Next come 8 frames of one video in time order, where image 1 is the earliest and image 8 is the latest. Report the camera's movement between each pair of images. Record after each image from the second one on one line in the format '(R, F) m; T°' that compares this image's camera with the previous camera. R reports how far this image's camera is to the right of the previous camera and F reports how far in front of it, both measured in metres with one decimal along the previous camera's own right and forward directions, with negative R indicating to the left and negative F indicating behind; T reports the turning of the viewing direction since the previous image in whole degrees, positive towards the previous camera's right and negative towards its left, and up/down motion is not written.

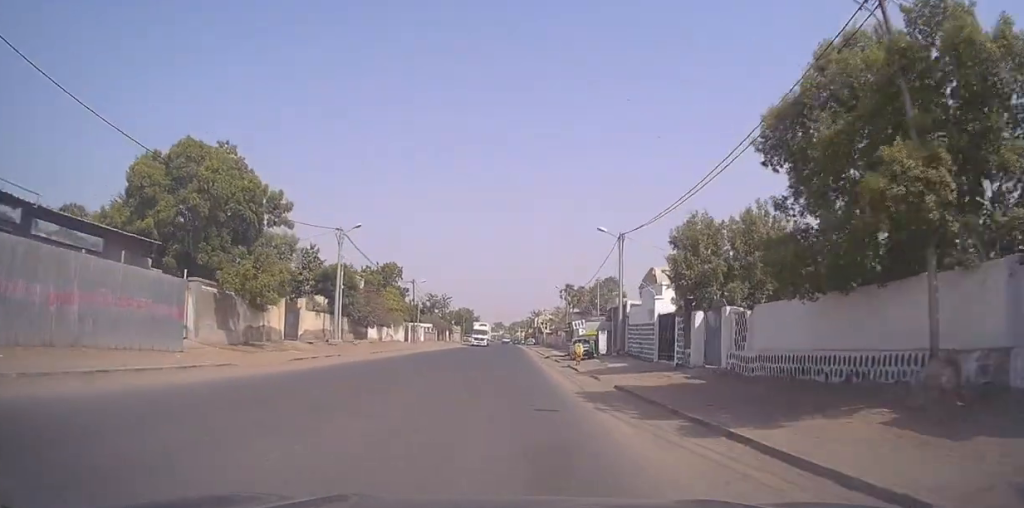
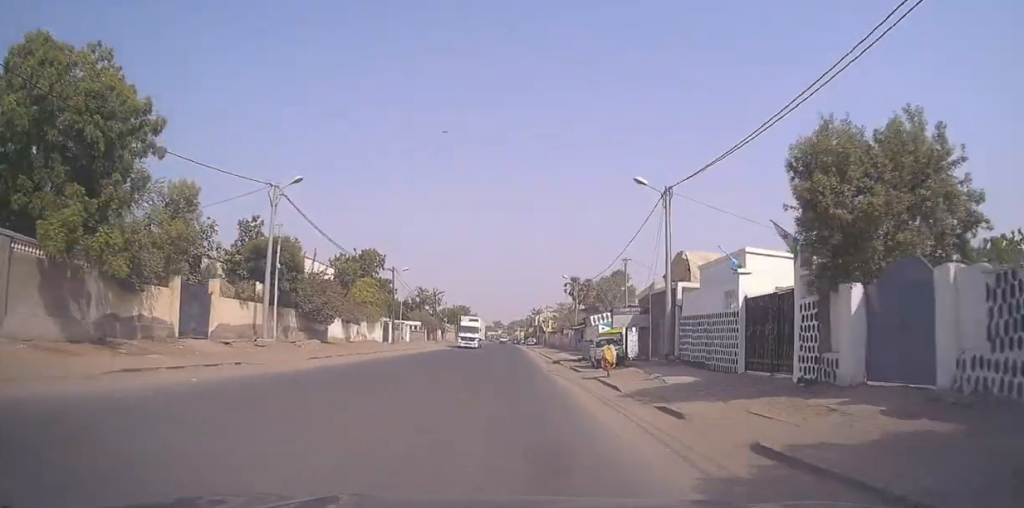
(+0.1, +11.8) m; -3°
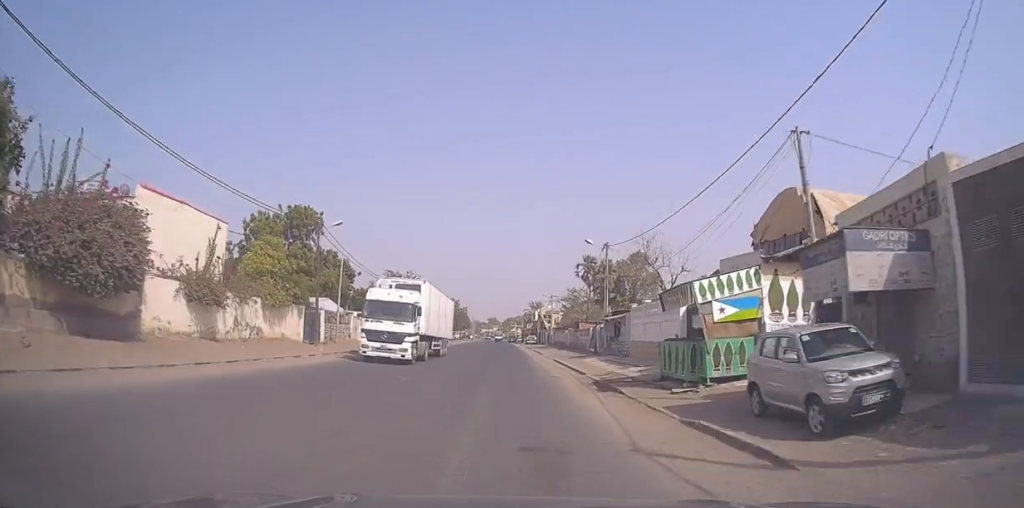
(+0.5, +22.9) m; +2°
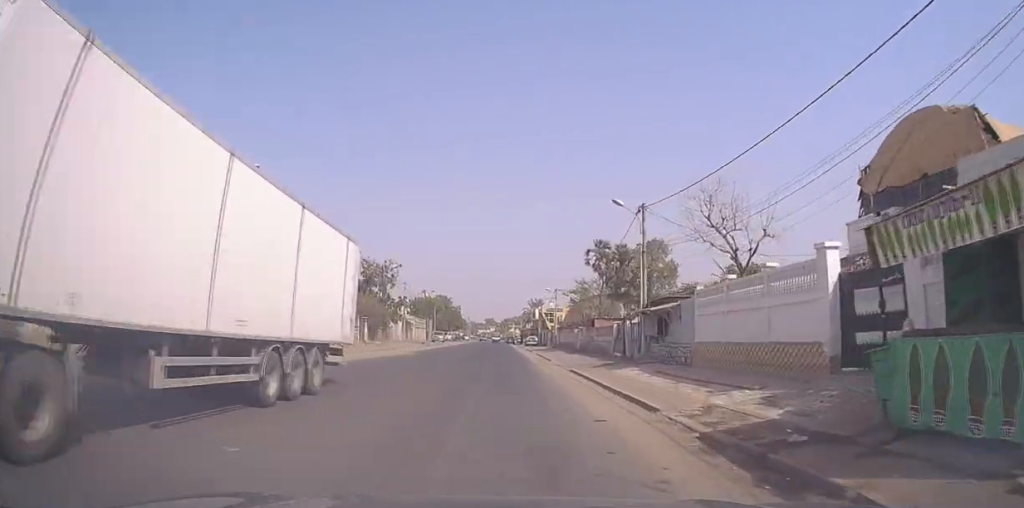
(-0.5, +12.8) m; -2°
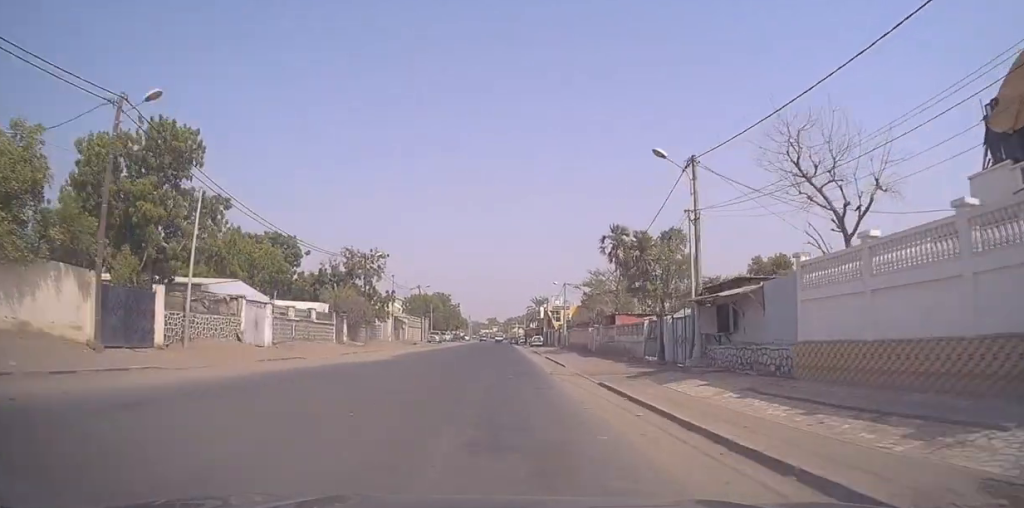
(-0.2, +8.4) m; 0°
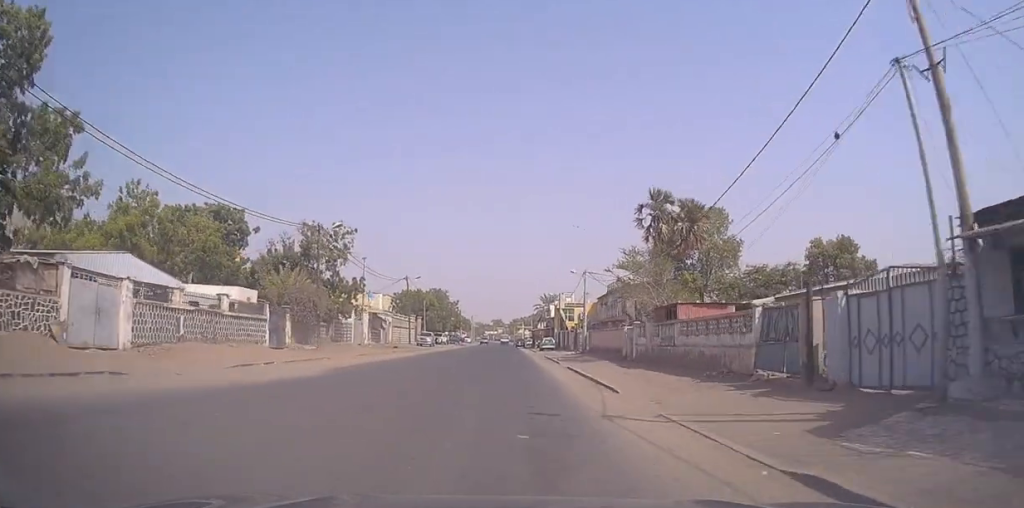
(+0.3, +13.9) m; +2°
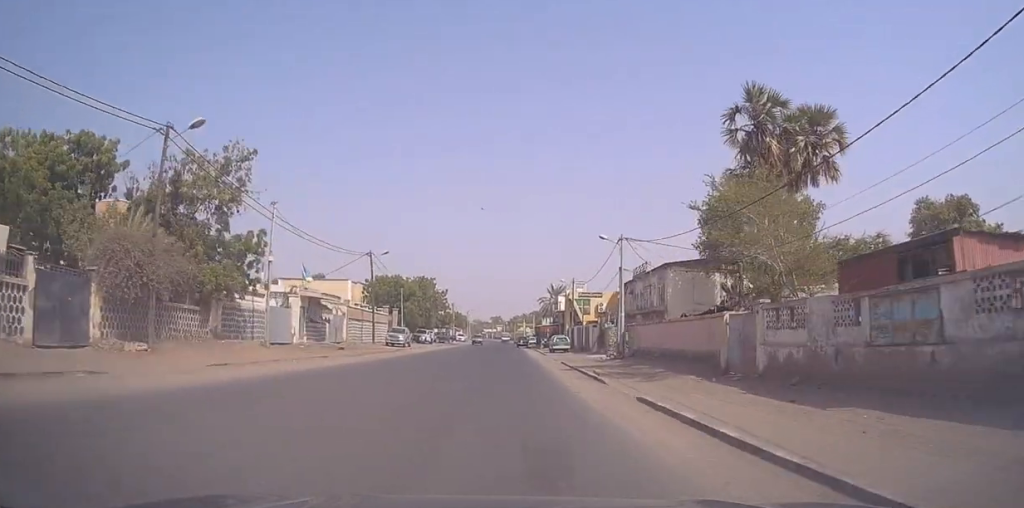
(+0.5, +18.0) m; +1°
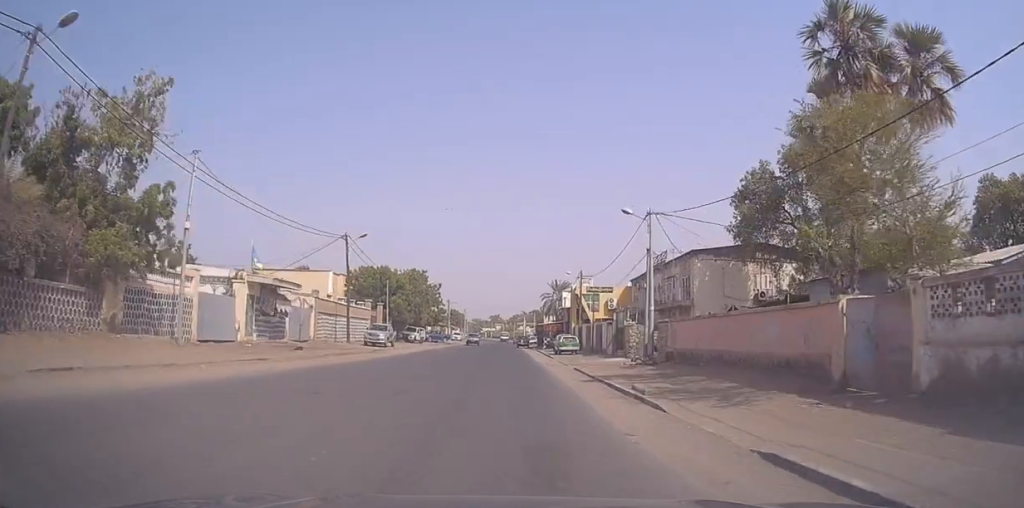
(-0.1, +7.7) m; -1°
